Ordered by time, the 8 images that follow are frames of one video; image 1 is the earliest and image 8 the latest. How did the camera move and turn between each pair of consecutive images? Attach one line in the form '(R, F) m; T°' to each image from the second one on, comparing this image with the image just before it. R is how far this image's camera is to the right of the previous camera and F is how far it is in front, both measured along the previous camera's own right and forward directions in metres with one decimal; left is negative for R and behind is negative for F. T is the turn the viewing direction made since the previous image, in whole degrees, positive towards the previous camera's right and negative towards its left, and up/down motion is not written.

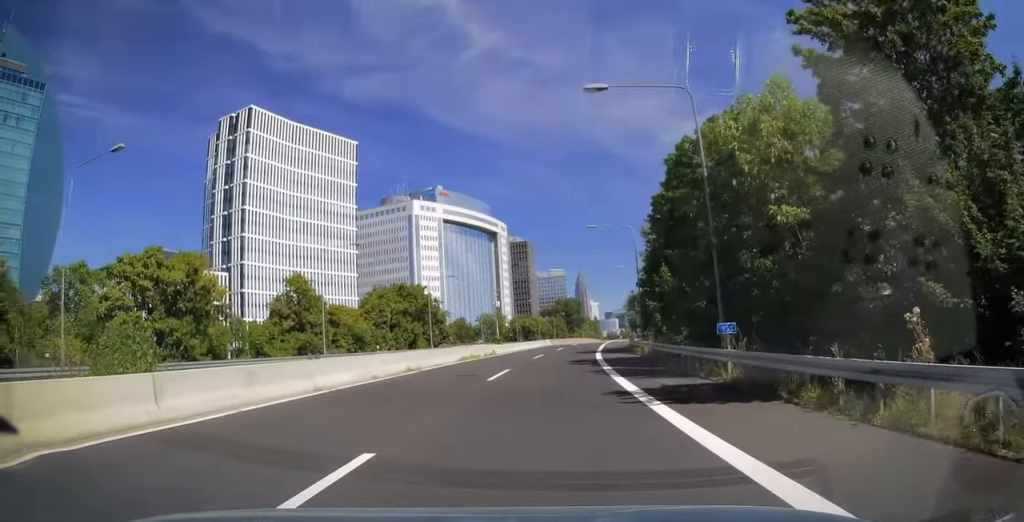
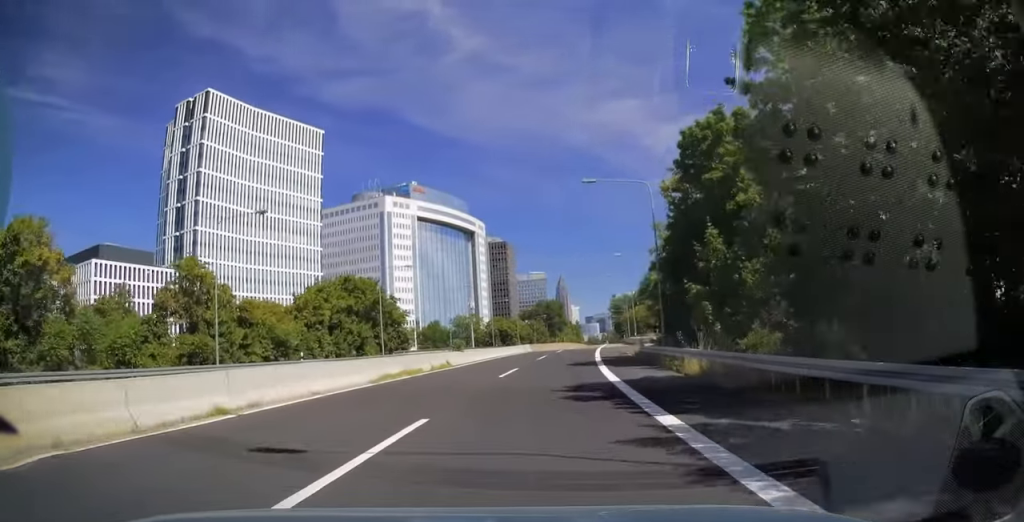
(+0.3, +14.5) m; +2°
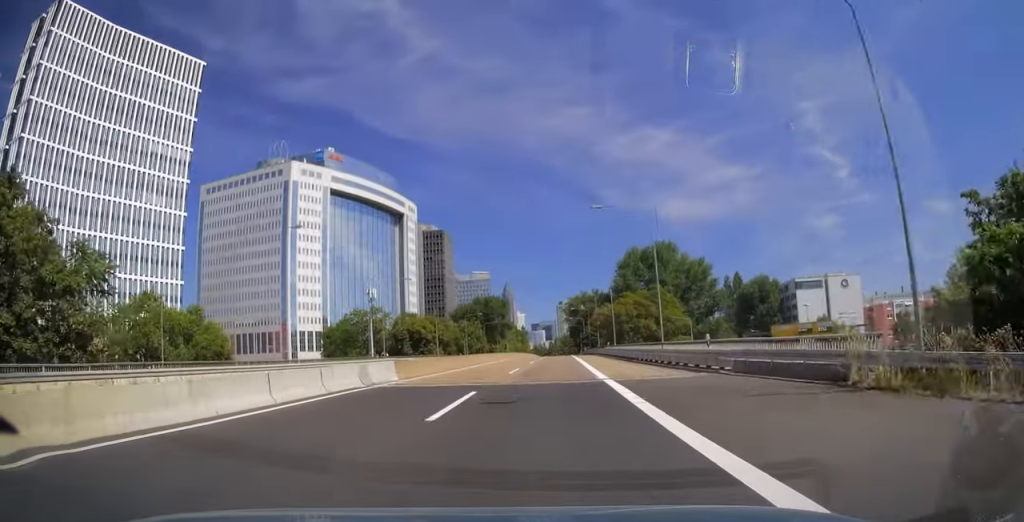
(+2.2, +47.4) m; +5°
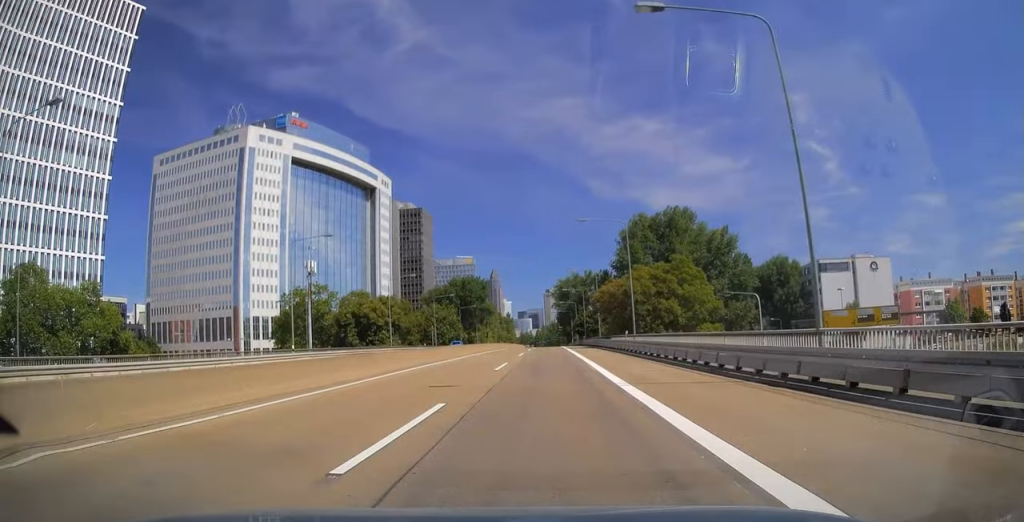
(+0.7, +22.6) m; +1°
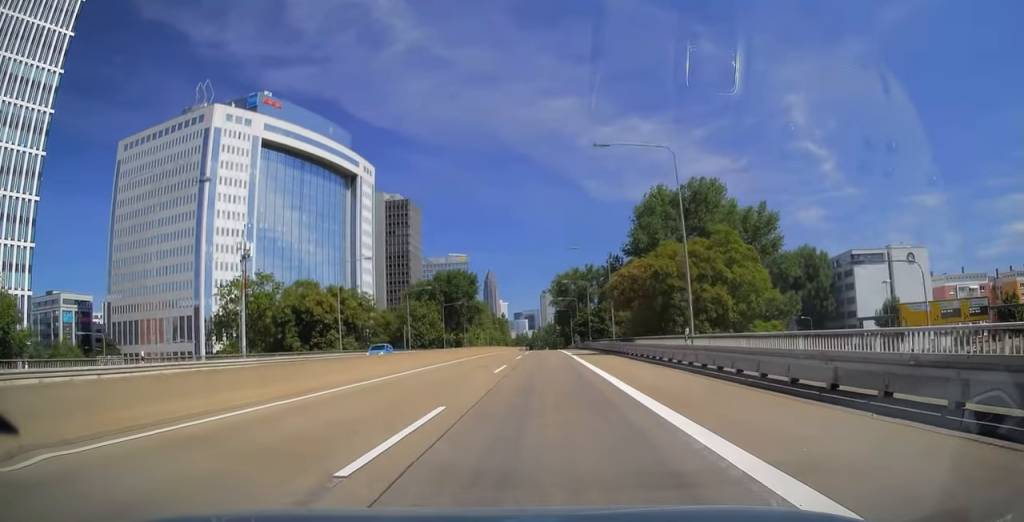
(0.0, +18.0) m; 0°
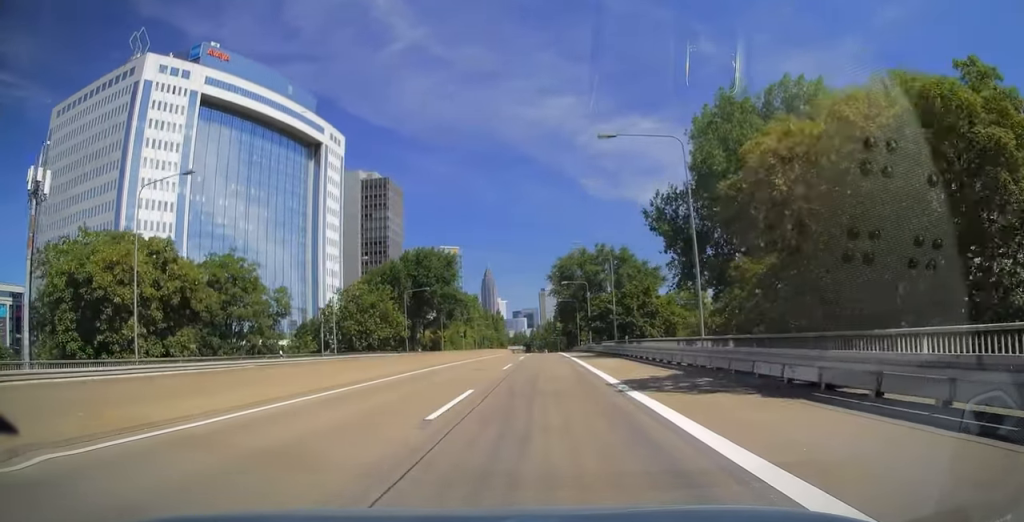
(+0.2, +31.6) m; +1°
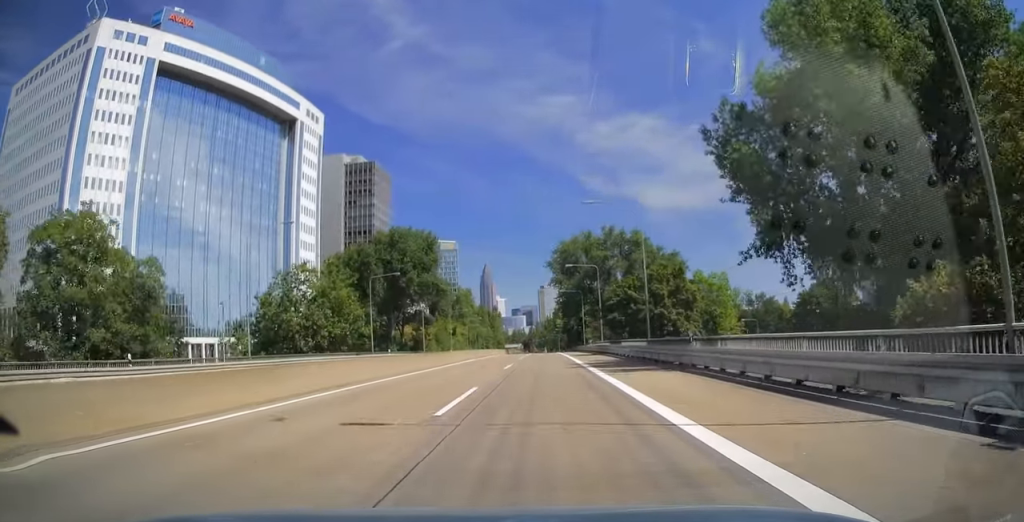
(0.0, +17.4) m; 0°
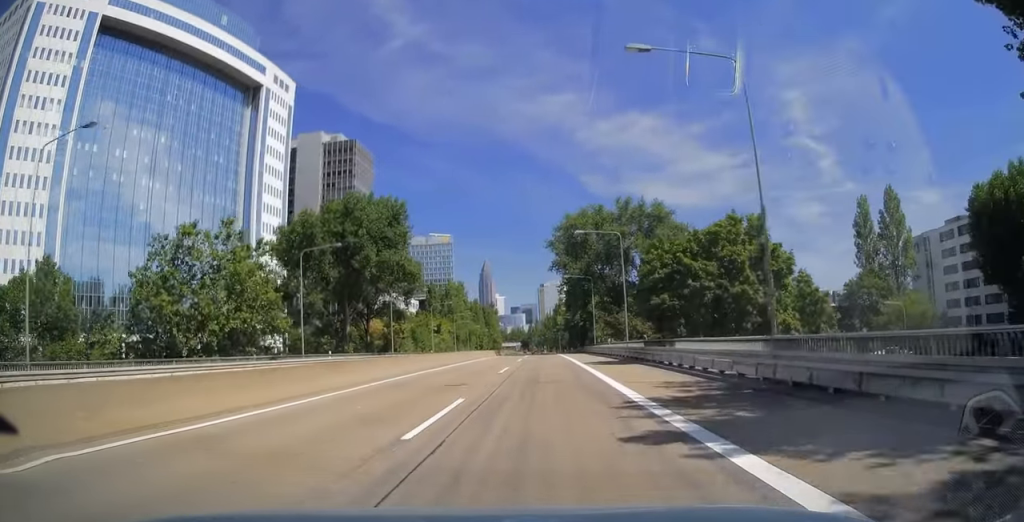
(0.0, +20.5) m; 0°
